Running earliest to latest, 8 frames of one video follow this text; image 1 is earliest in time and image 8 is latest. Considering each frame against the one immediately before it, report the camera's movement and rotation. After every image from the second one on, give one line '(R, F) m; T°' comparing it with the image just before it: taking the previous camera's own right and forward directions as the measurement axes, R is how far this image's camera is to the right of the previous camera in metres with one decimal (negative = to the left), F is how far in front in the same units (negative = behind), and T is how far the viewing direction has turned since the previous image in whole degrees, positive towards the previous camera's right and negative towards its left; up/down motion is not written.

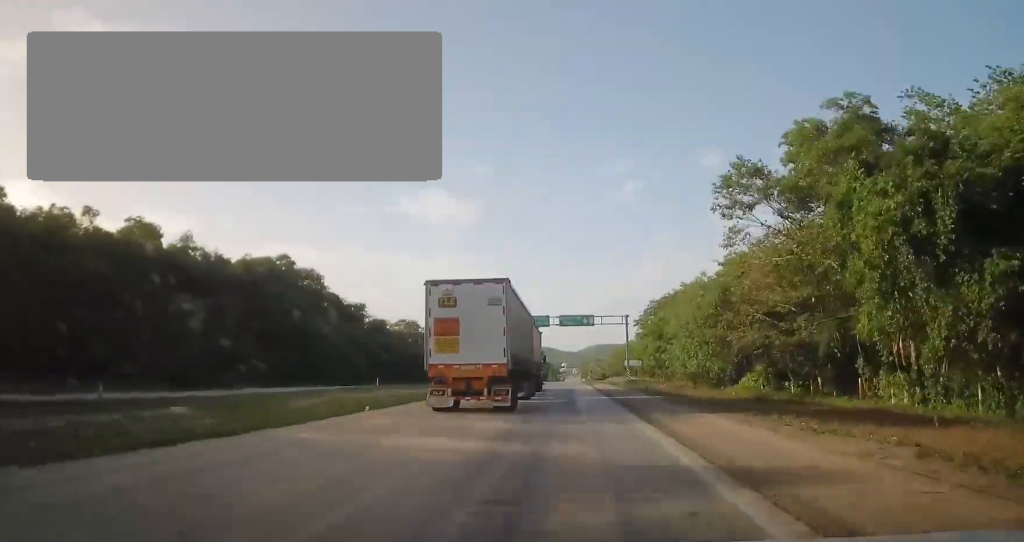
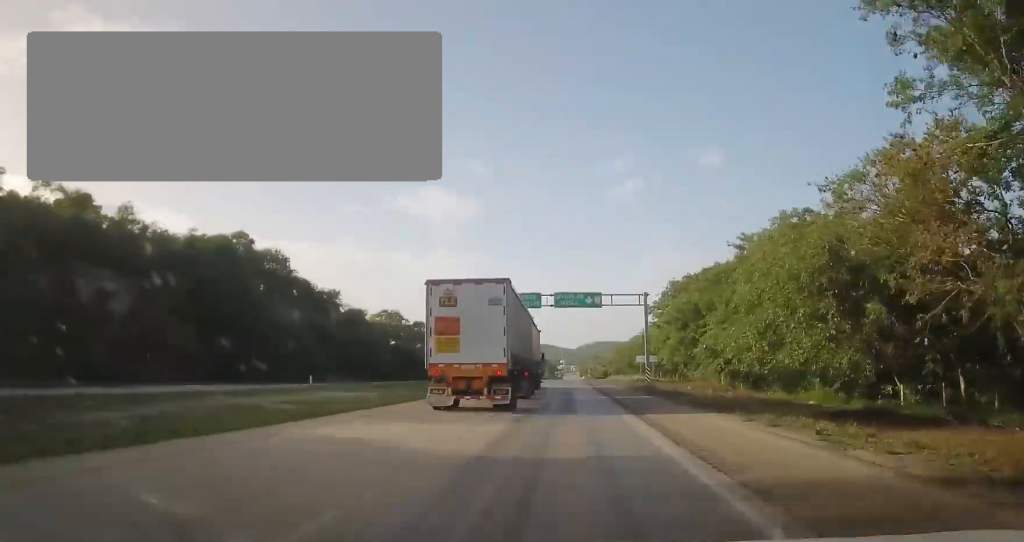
(+0.7, +16.8) m; +1°
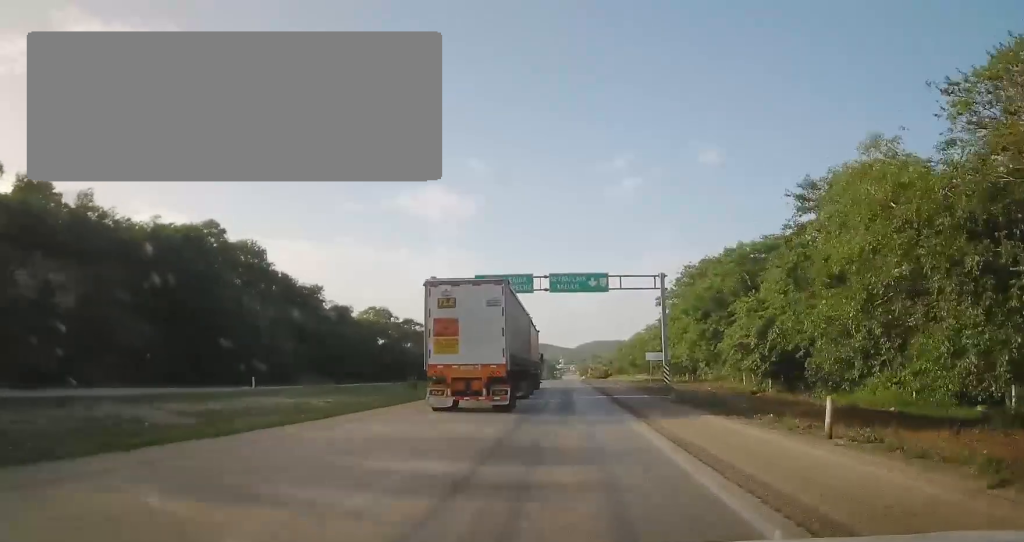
(0.0, +9.2) m; 0°
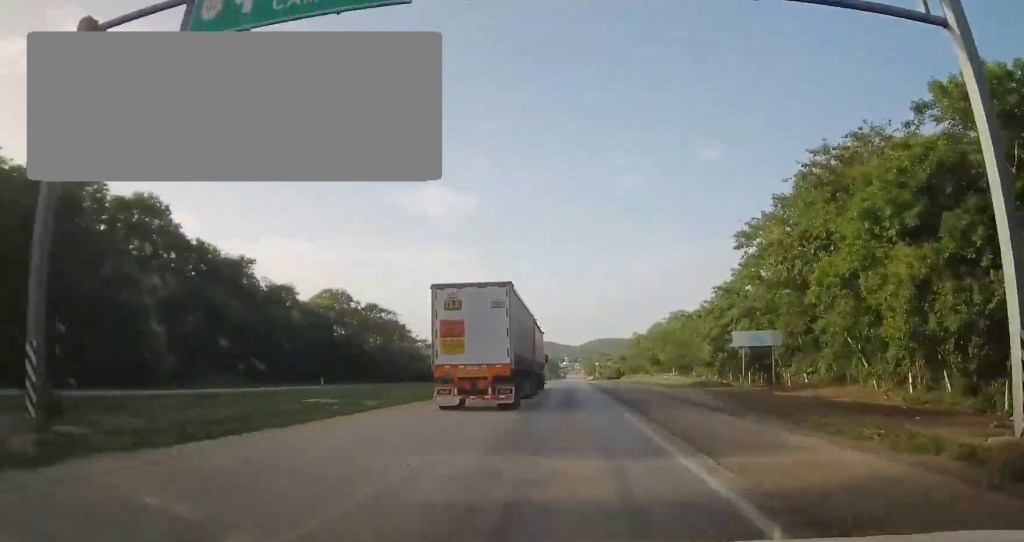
(-0.5, +31.3) m; -1°
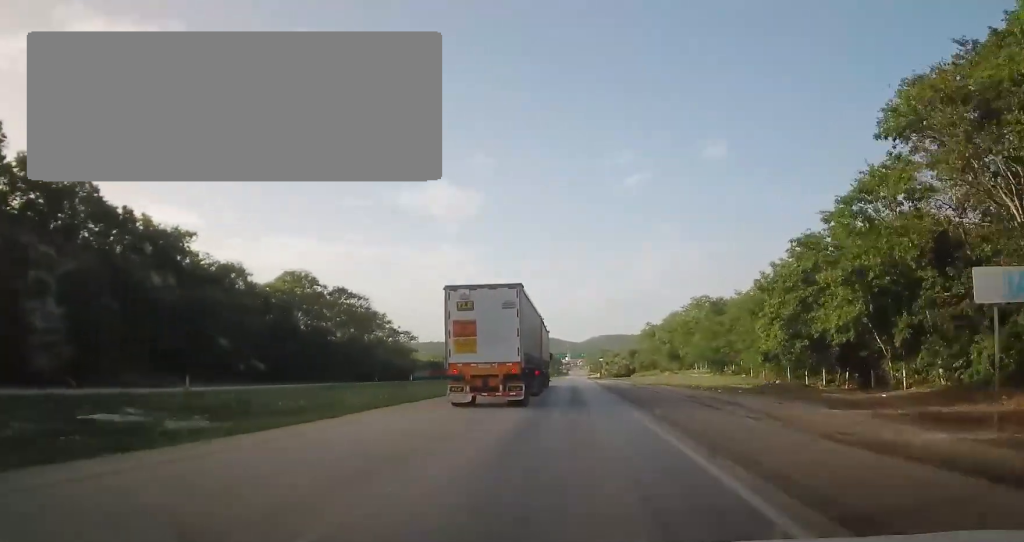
(0.0, +18.7) m; 0°
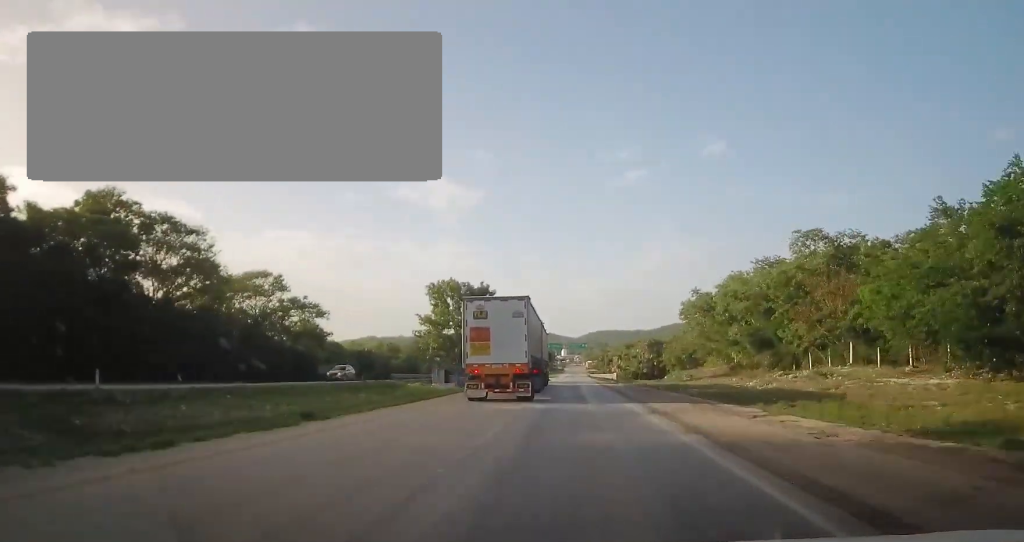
(+0.2, +48.2) m; 0°
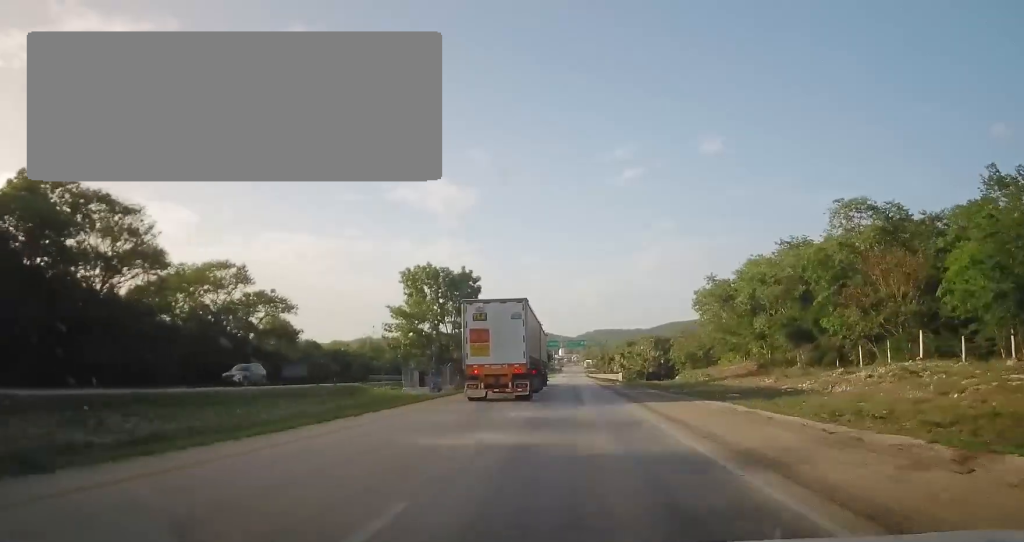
(0.0, +9.5) m; 0°
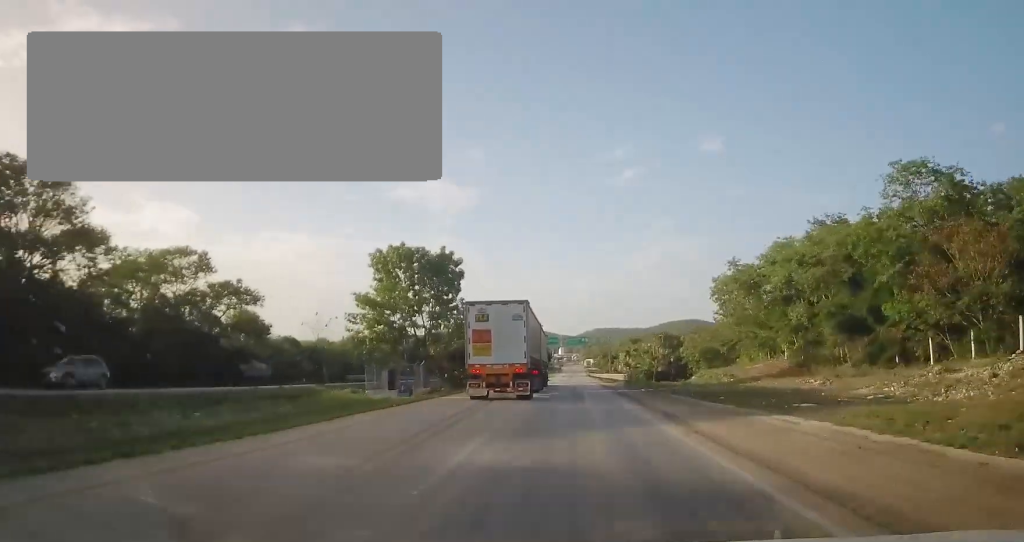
(0.0, +8.8) m; 0°
